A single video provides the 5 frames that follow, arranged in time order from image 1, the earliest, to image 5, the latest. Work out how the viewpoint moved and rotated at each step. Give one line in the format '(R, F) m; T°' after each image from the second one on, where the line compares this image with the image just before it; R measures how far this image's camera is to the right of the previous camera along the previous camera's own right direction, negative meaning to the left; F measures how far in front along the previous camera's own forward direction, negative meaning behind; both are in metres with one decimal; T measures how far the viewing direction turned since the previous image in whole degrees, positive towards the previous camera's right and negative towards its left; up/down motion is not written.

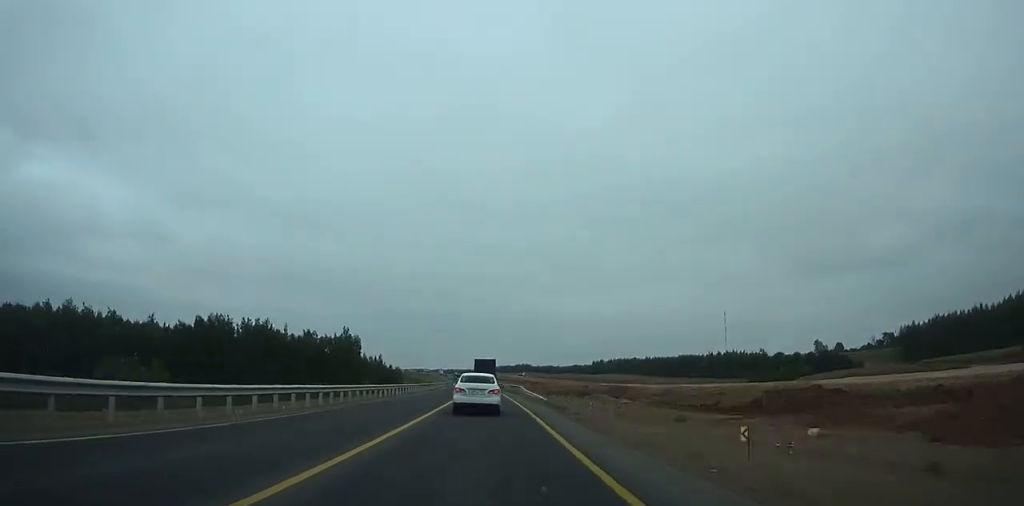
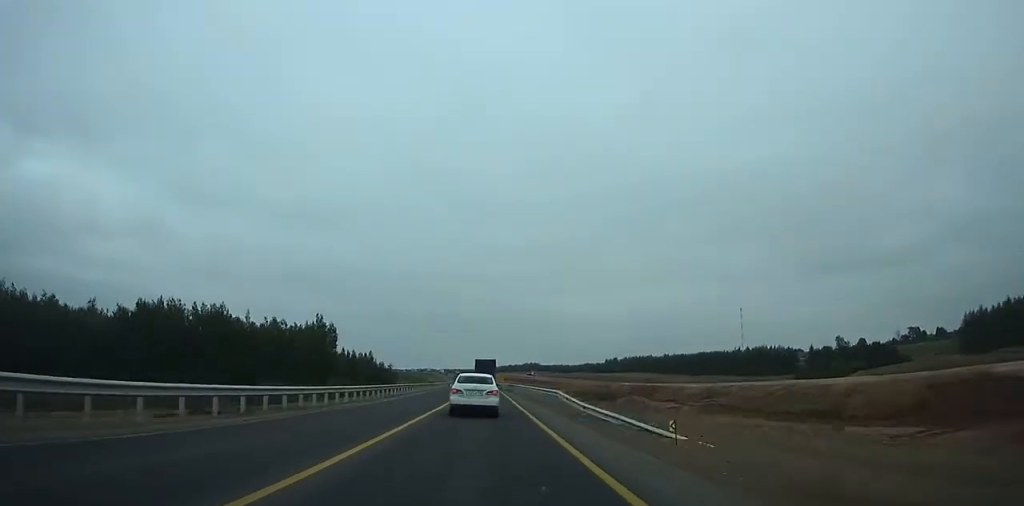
(-0.2, +31.1) m; -1°
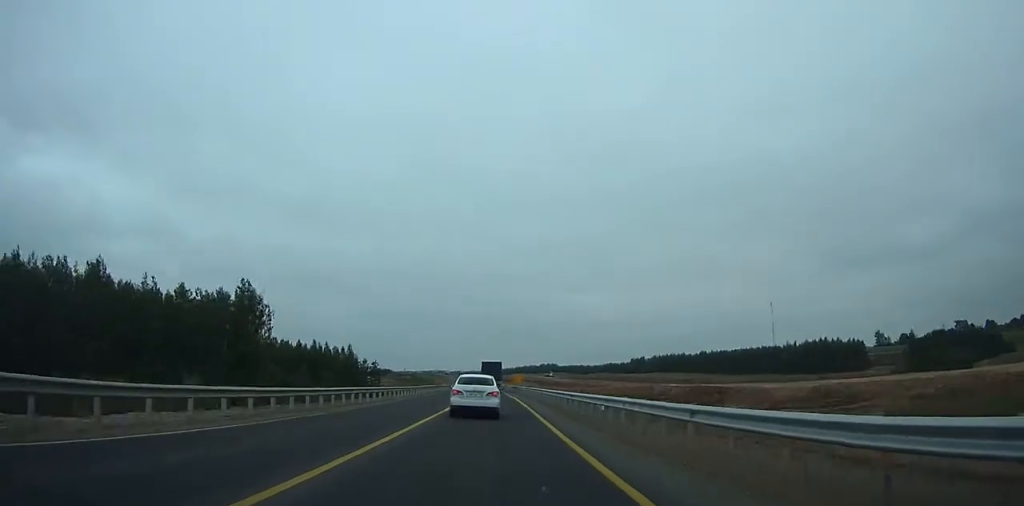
(-0.5, +47.8) m; -1°
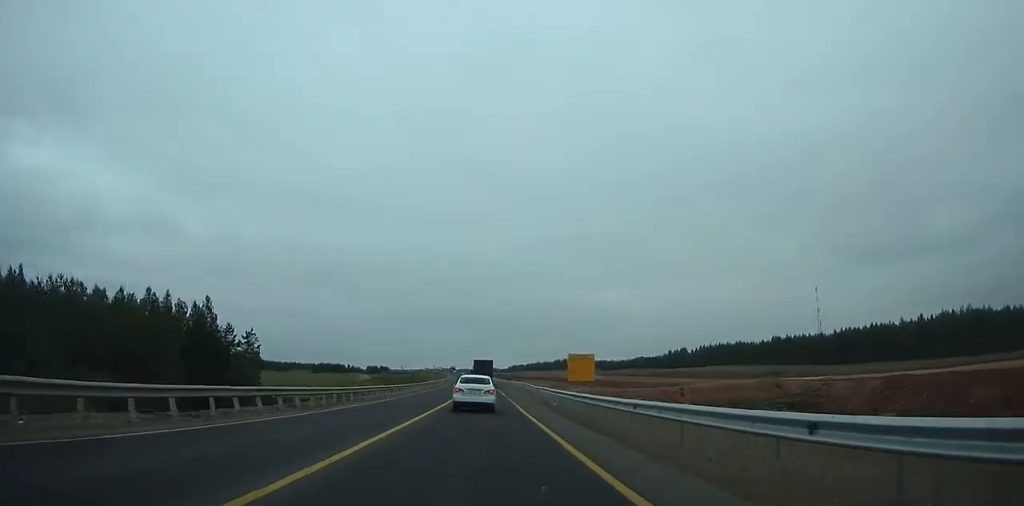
(-1.1, +87.1) m; -1°
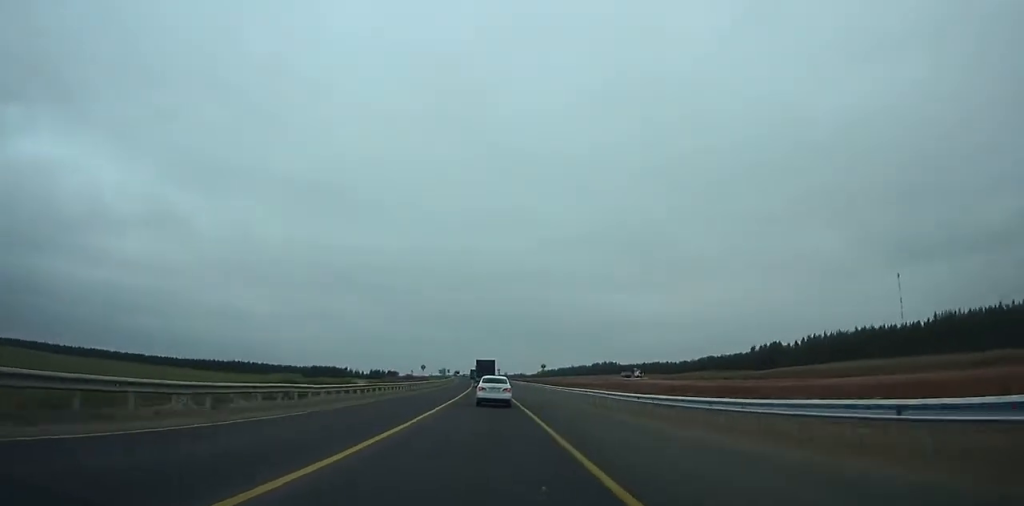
(-1.6, +102.7) m; -2°
